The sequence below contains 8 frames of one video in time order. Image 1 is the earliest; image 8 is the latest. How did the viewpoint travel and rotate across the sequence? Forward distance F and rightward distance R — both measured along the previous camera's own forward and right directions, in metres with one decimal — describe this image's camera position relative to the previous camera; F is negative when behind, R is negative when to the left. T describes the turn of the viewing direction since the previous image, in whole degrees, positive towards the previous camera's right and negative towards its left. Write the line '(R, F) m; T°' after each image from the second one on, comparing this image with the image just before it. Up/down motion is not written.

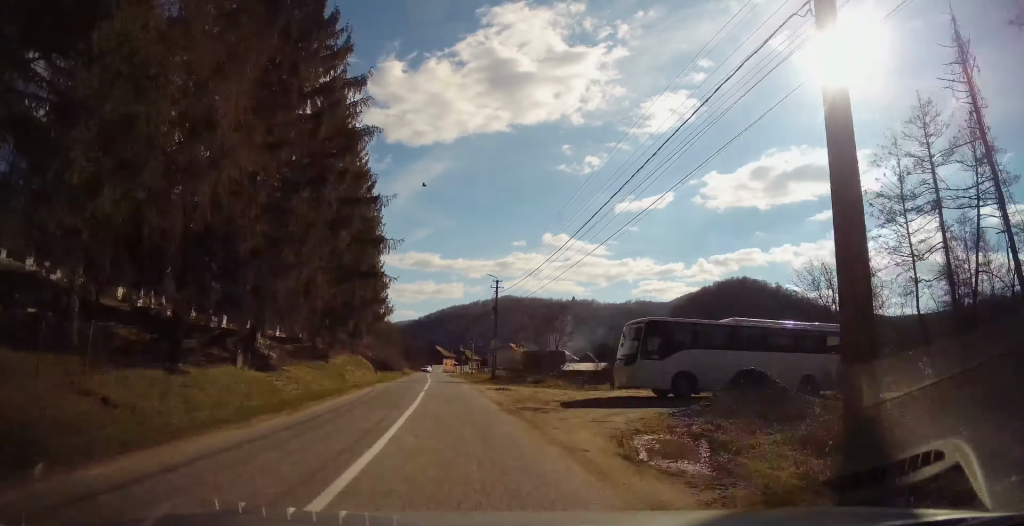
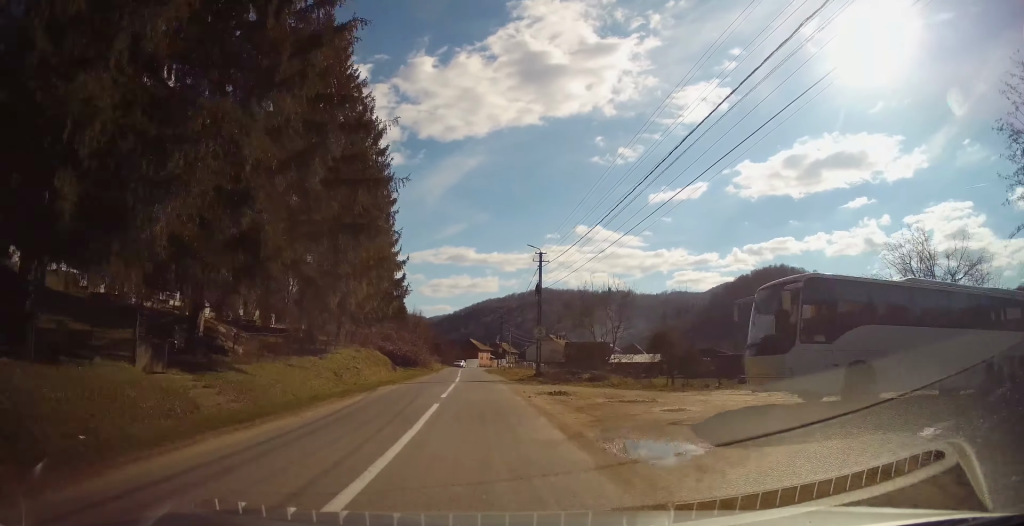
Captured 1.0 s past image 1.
(-0.4, +9.1) m; -3°
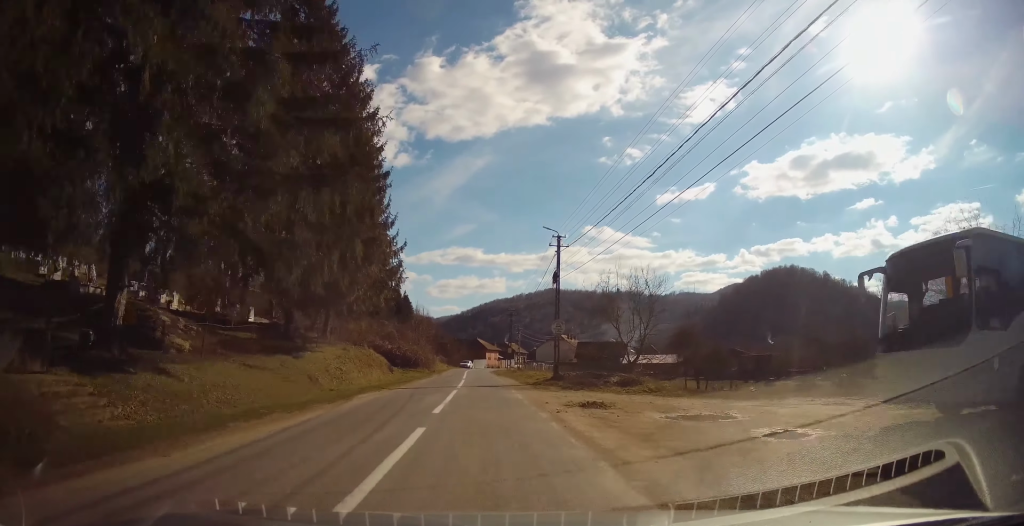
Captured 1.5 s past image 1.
(-0.1, +5.0) m; 0°
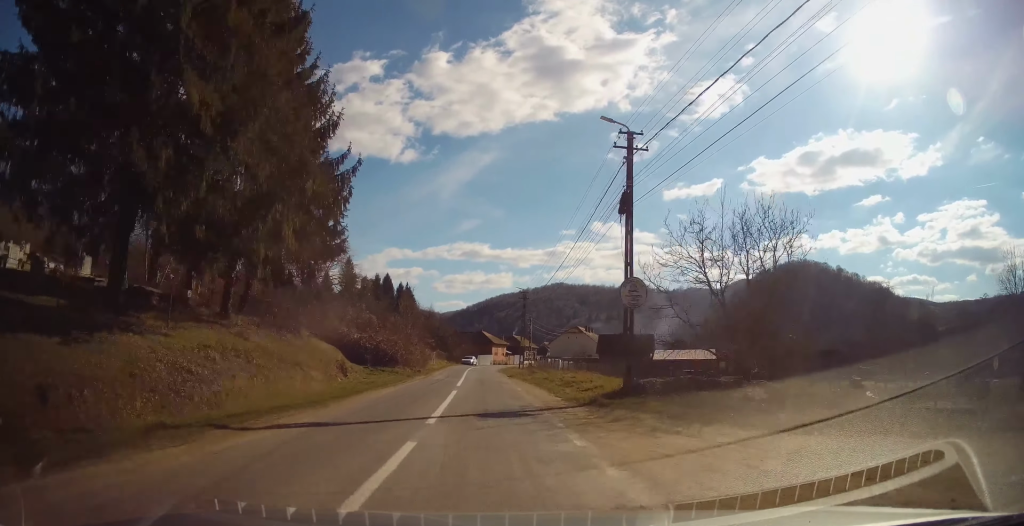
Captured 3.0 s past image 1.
(+0.1, +14.3) m; +2°
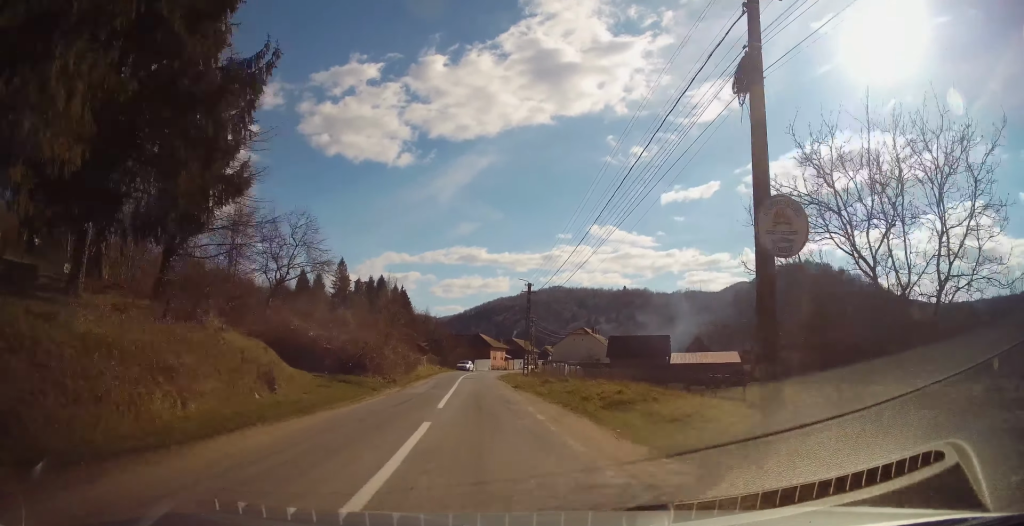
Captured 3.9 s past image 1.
(+0.2, +8.6) m; 0°
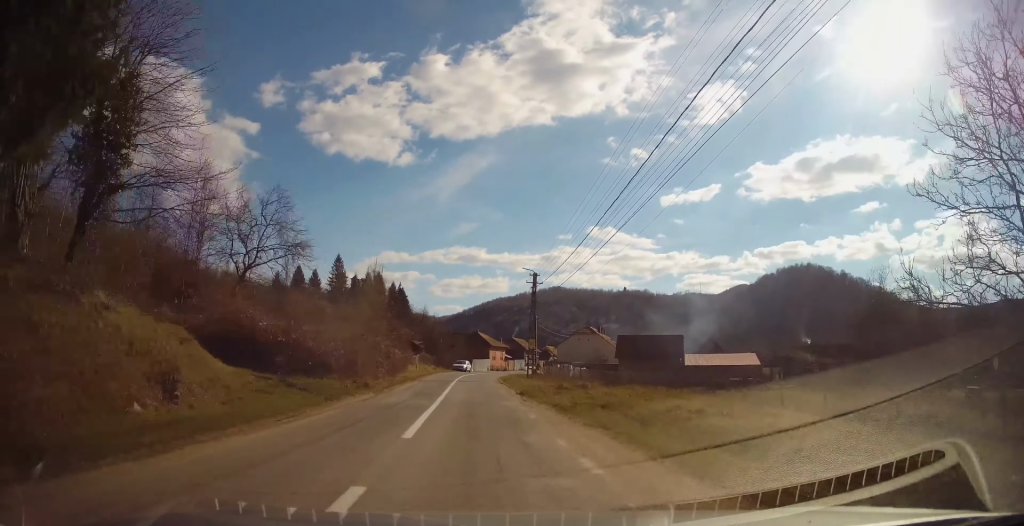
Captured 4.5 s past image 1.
(0.0, +5.7) m; -1°
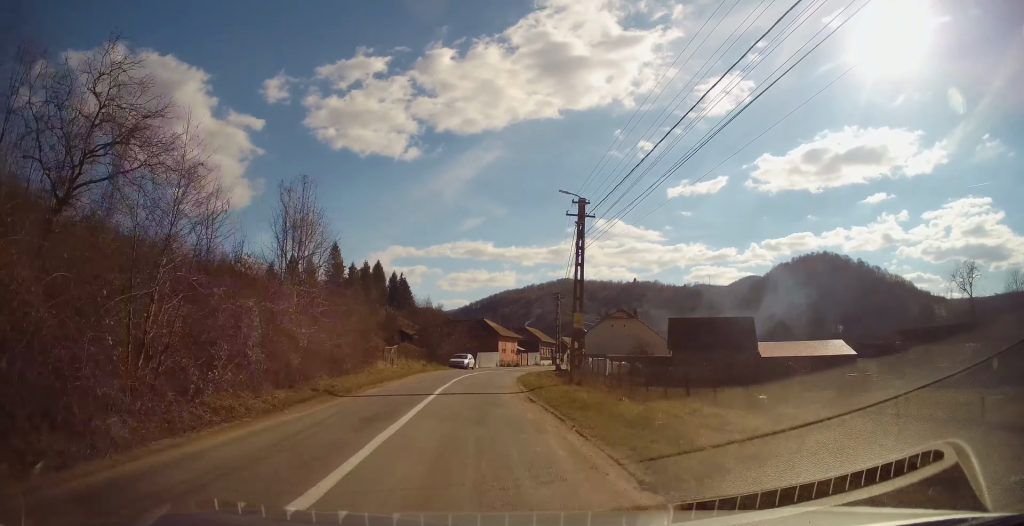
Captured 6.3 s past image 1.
(-0.7, +17.7) m; -2°
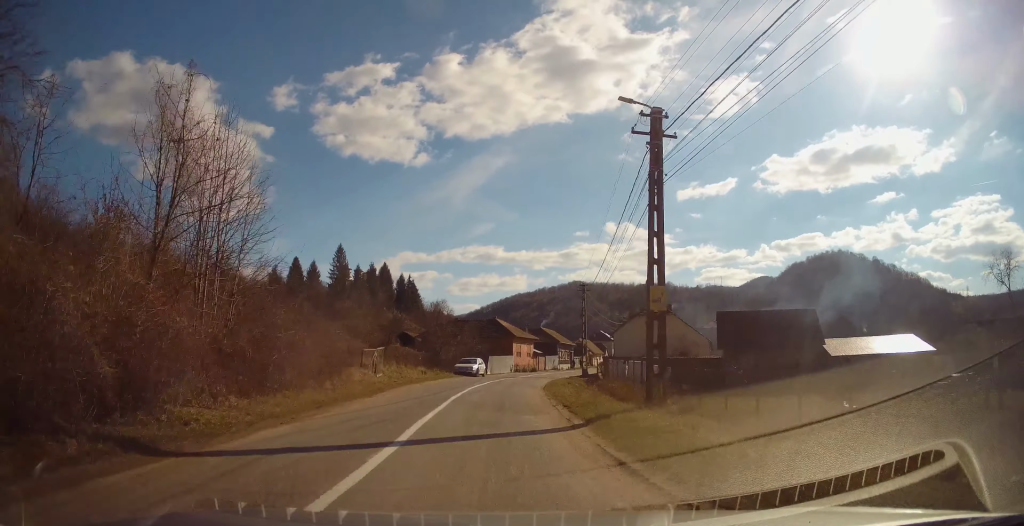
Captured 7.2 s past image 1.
(+0.3, +9.2) m; 0°
